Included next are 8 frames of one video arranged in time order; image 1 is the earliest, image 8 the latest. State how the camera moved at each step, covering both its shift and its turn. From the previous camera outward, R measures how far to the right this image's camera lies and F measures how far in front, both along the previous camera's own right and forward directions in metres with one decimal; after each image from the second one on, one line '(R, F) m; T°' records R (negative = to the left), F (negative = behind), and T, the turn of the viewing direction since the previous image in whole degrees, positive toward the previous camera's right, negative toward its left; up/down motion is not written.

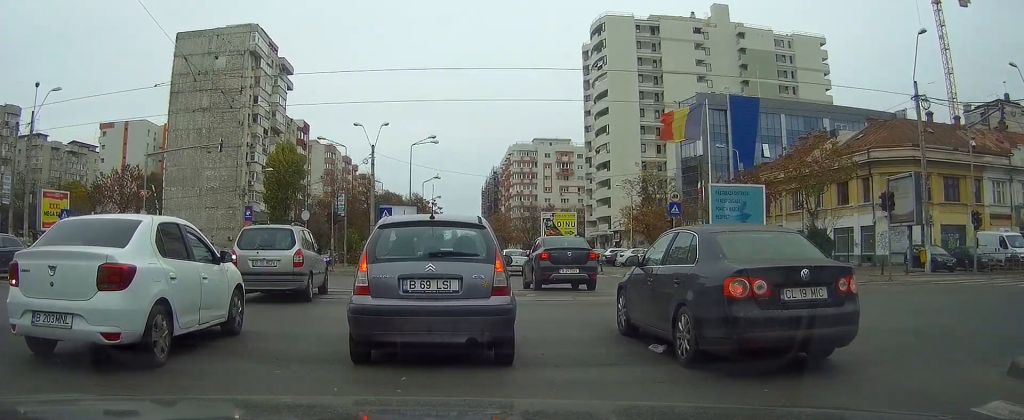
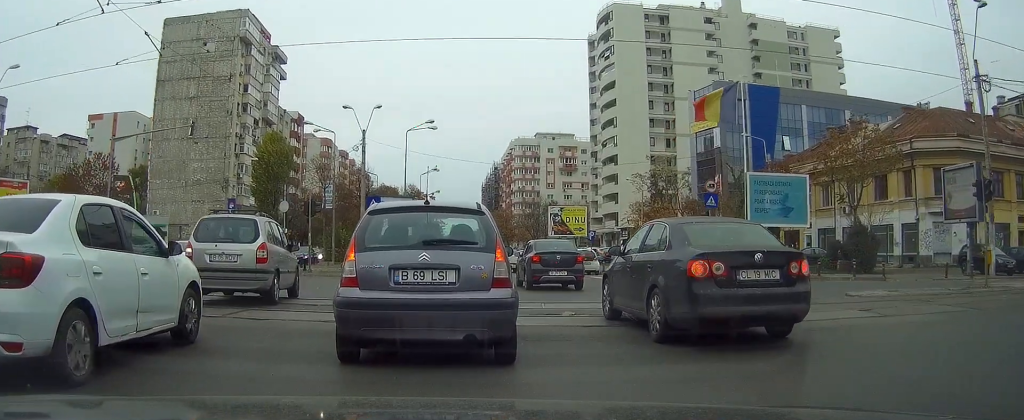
(-0.1, +5.3) m; 0°
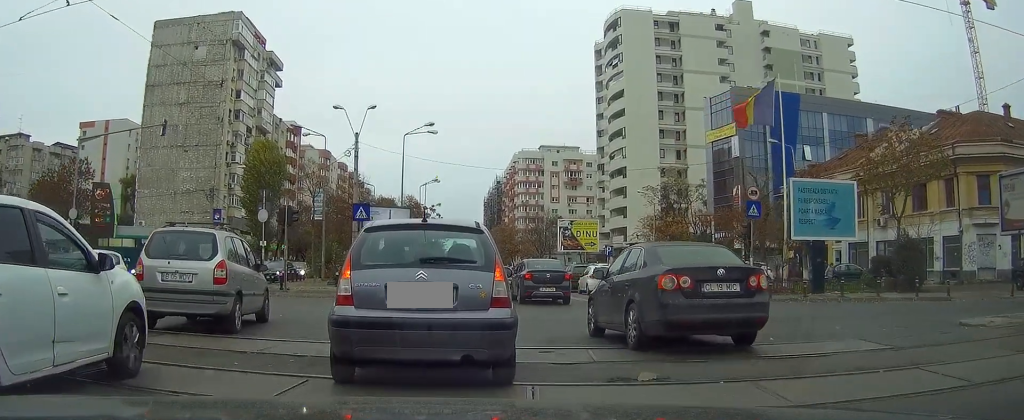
(+0.1, +4.6) m; +2°
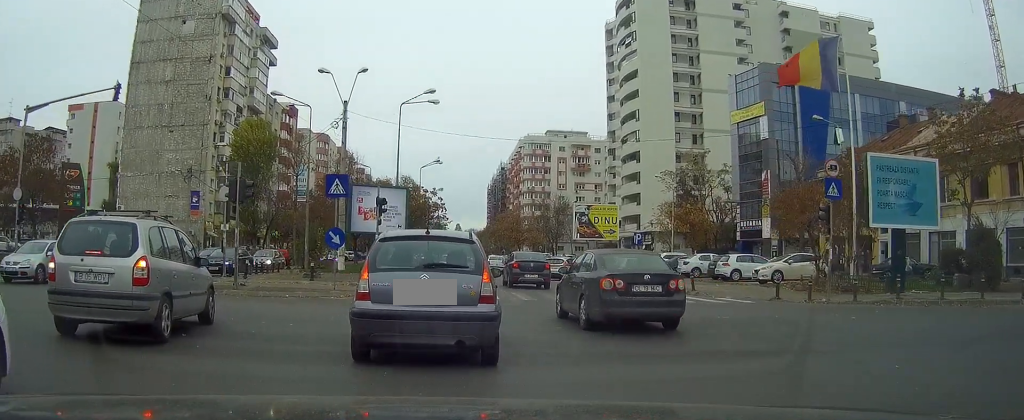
(+0.1, +6.6) m; +3°
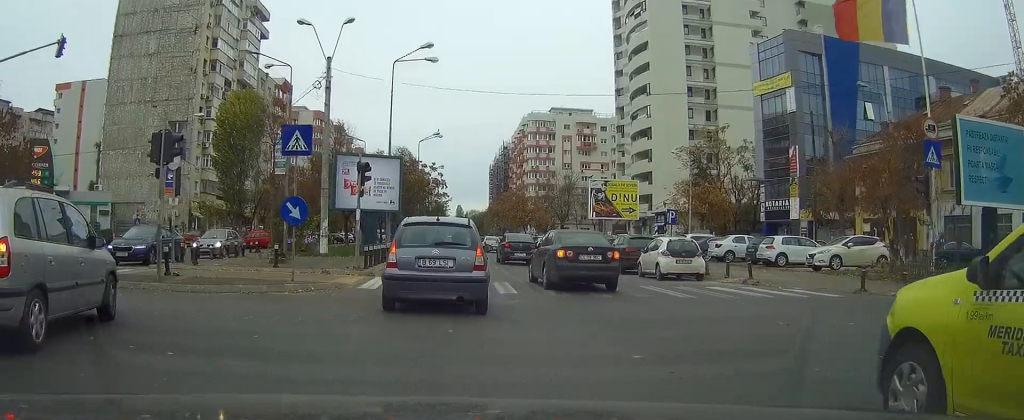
(+0.1, +5.9) m; +4°
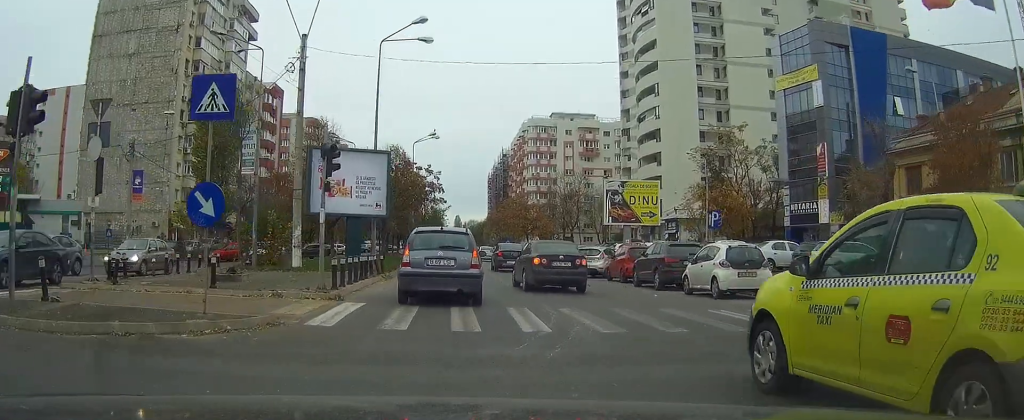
(+0.2, +5.4) m; +3°
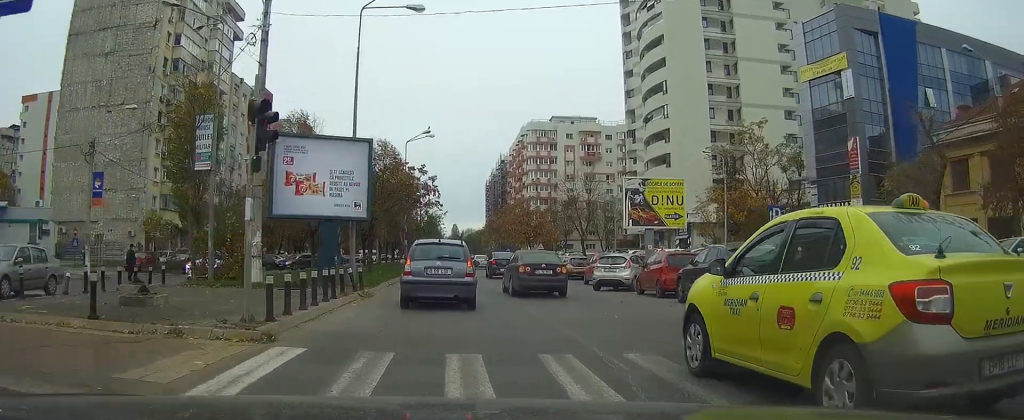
(+0.1, +5.2) m; 0°
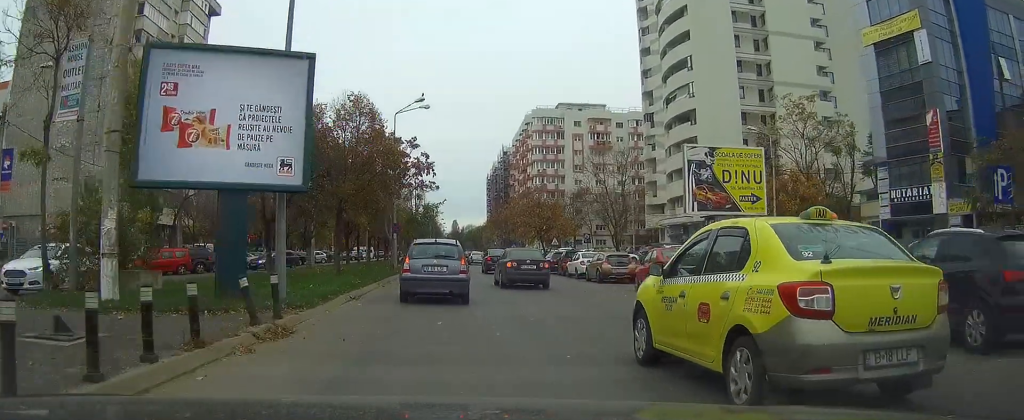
(0.0, +9.2) m; -1°
